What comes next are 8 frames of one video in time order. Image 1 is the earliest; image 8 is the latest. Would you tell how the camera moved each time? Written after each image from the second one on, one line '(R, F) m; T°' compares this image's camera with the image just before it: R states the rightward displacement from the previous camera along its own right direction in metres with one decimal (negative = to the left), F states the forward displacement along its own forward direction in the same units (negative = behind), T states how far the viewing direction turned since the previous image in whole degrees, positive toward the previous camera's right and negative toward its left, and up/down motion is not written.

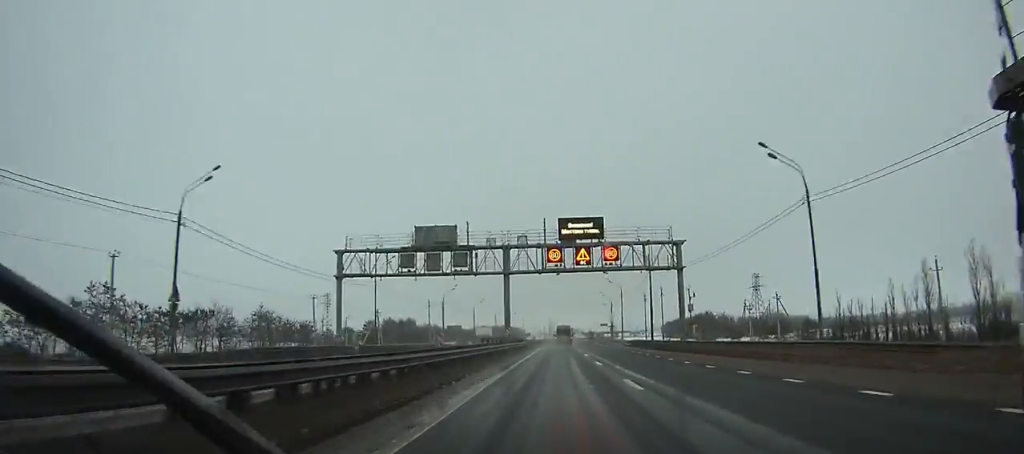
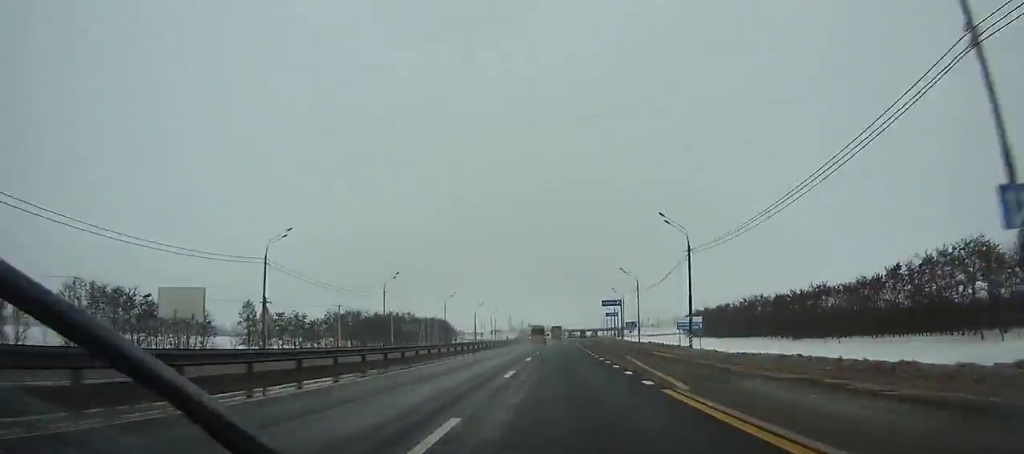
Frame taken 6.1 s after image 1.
(+4.2, +157.5) m; +3°
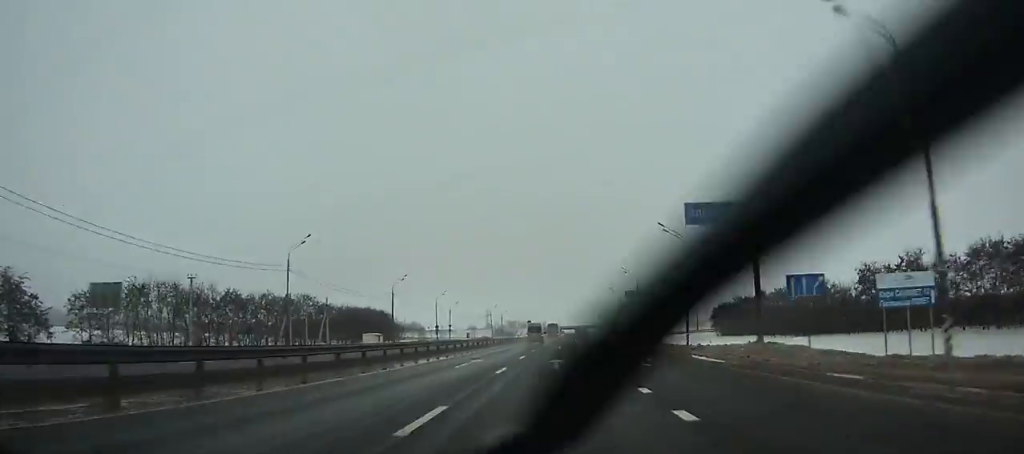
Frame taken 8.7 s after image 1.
(+0.9, +68.5) m; +1°
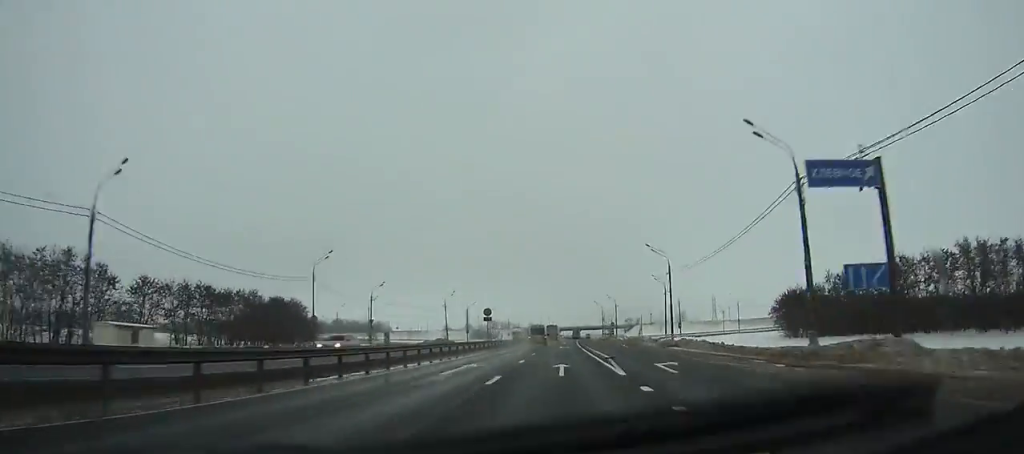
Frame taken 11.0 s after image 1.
(+0.7, +61.1) m; +1°
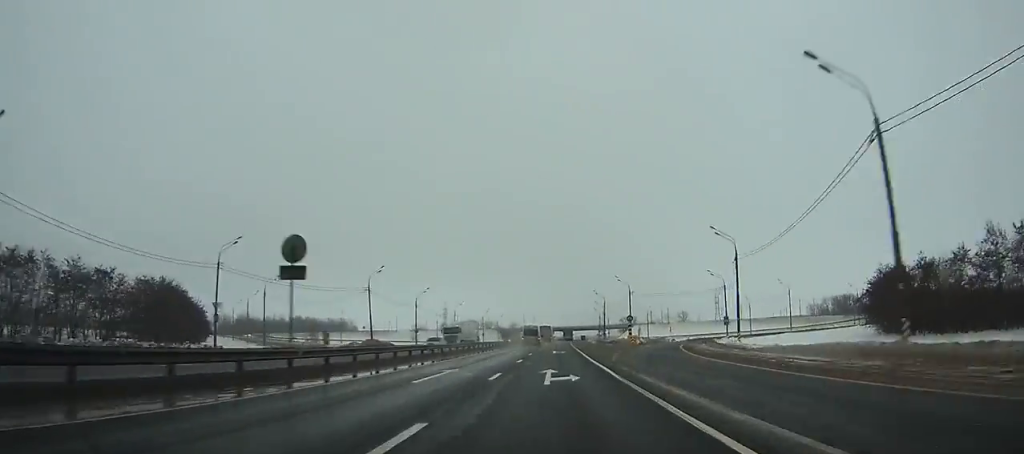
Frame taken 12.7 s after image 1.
(+0.2, +45.4) m; +1°
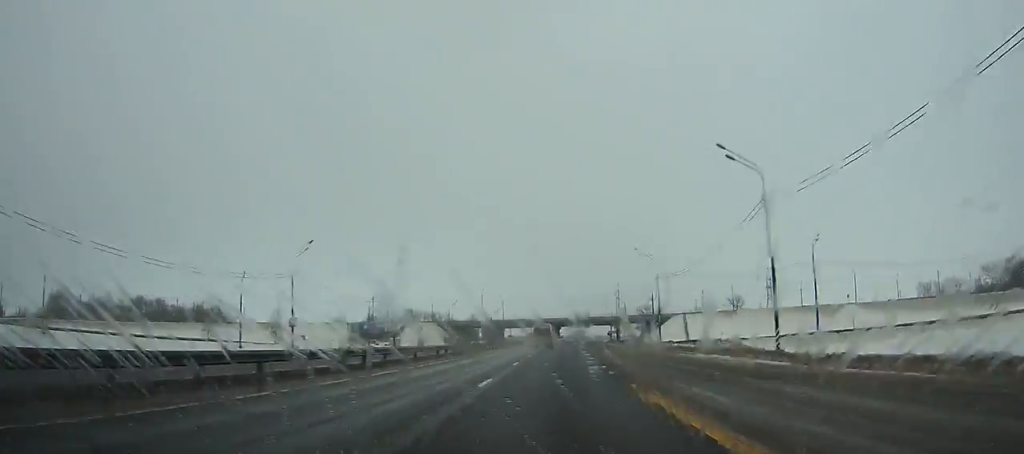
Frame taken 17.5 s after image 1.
(+2.5, +129.8) m; +2°
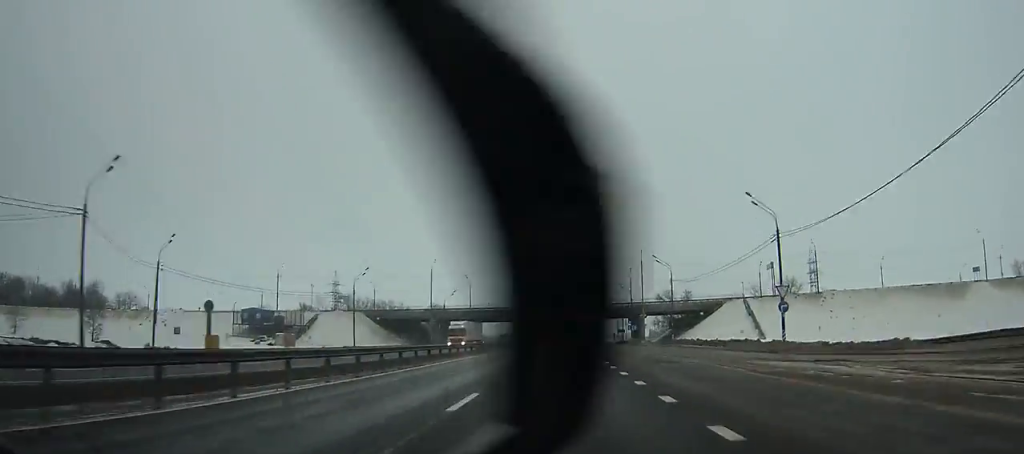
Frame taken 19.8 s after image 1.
(+0.7, +62.3) m; +1°
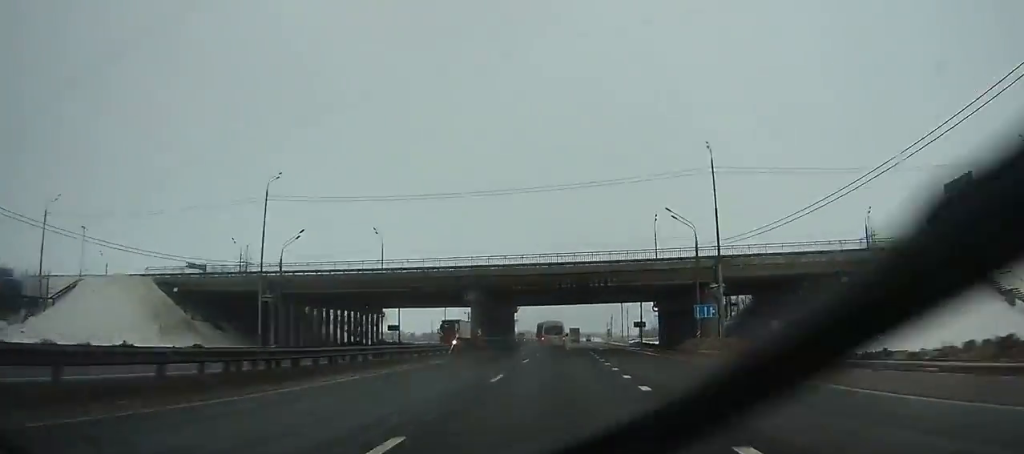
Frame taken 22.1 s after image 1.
(+0.7, +62.3) m; +1°
